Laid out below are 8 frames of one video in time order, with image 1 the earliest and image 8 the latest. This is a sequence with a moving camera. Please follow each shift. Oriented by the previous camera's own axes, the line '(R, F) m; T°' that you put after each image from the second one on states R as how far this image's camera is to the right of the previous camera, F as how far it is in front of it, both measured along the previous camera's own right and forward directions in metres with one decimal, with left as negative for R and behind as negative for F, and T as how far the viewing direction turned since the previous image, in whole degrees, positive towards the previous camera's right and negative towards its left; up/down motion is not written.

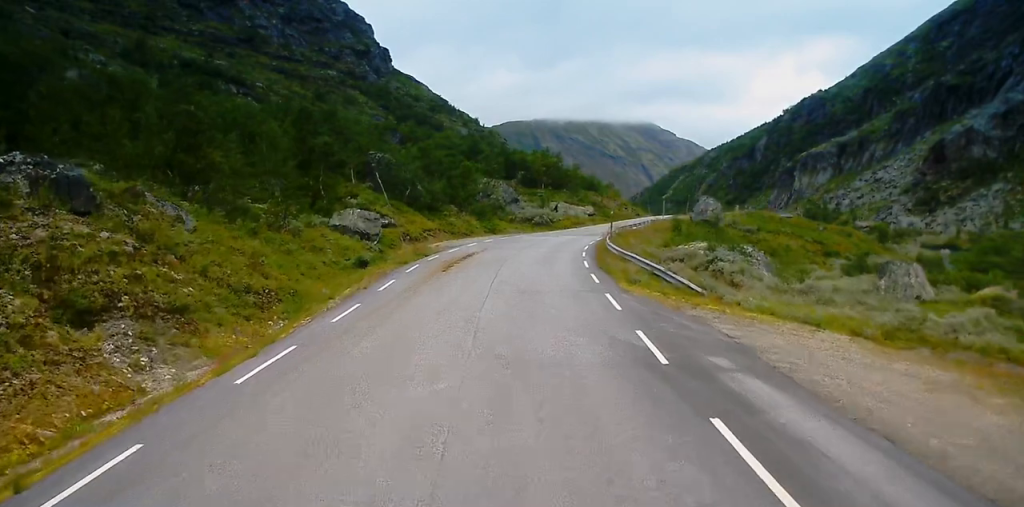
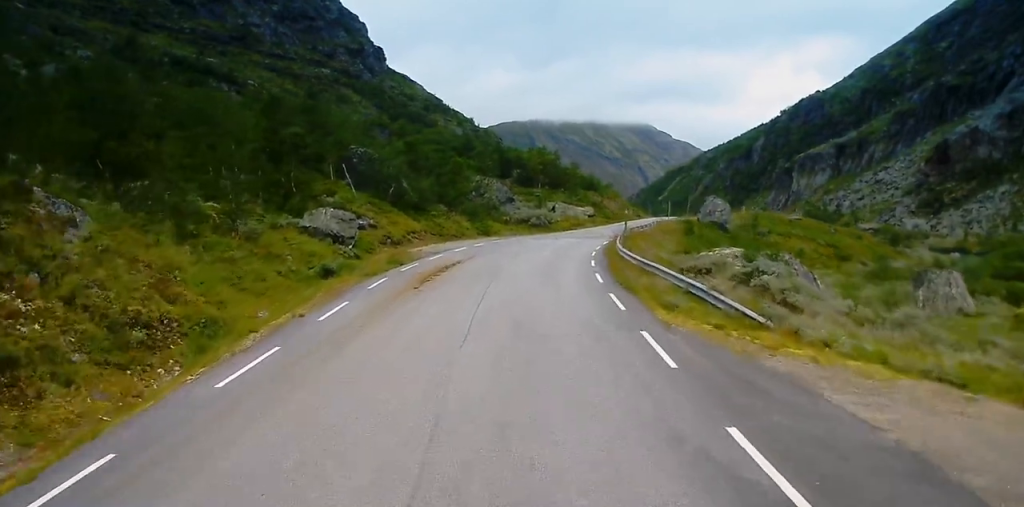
(+0.2, +6.8) m; +1°
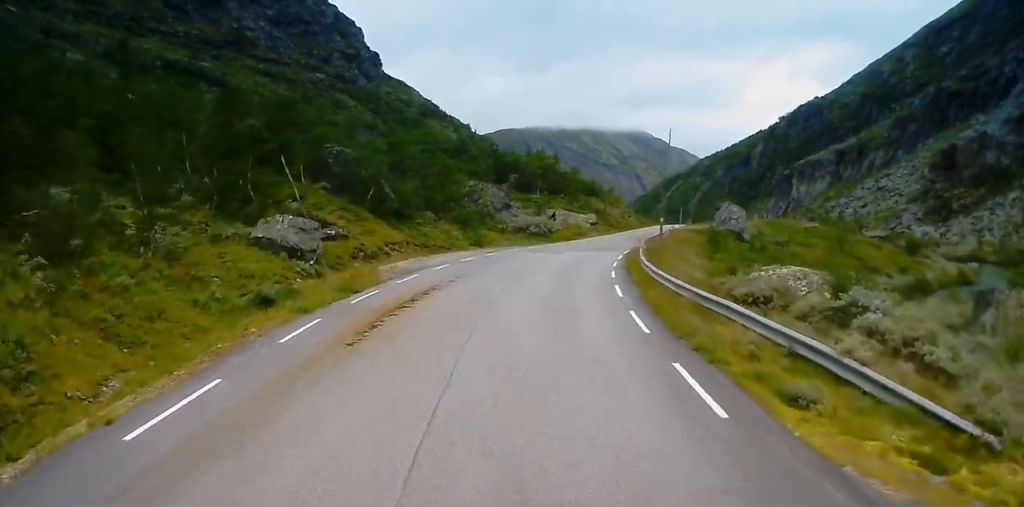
(+0.1, +8.7) m; +1°
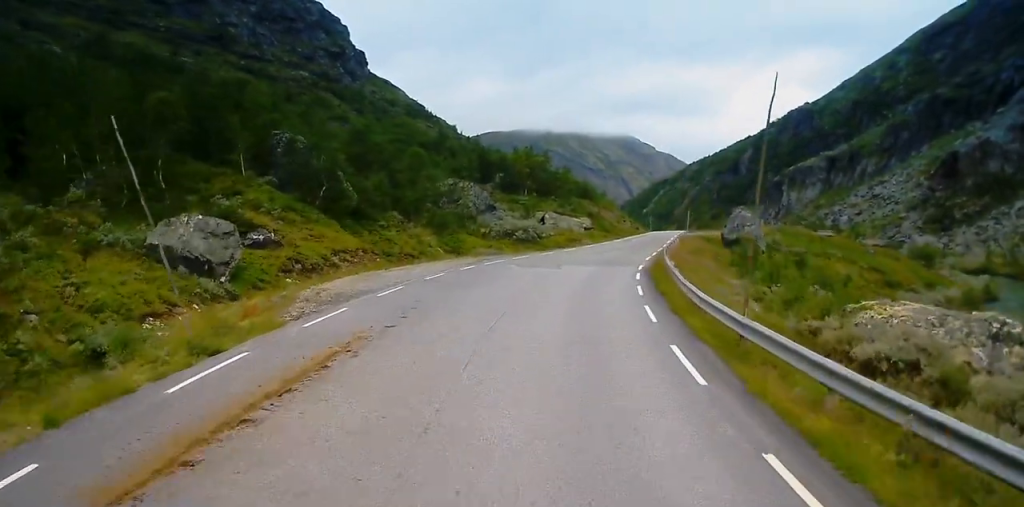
(+0.1, +10.5) m; +1°
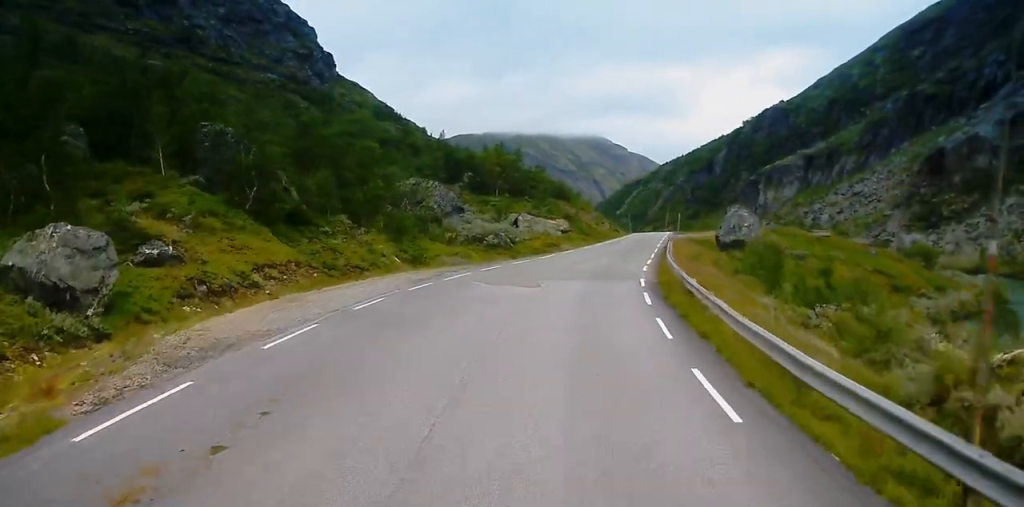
(-0.2, +8.0) m; +2°
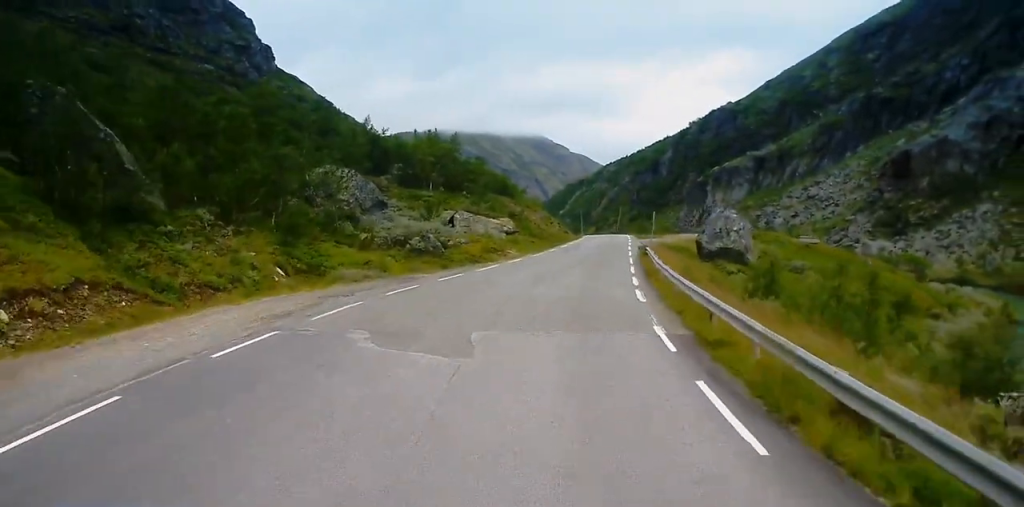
(+0.8, +13.2) m; +5°
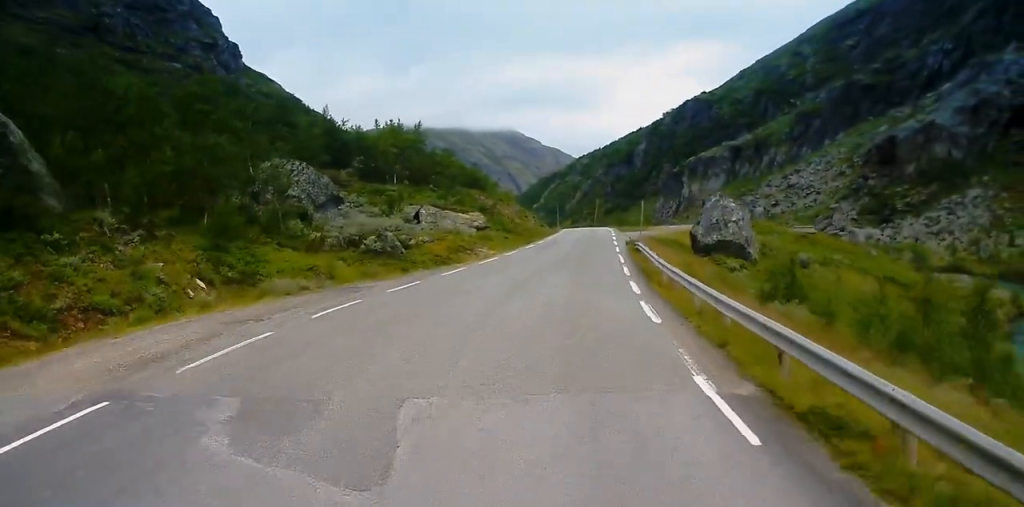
(0.0, +6.1) m; +1°
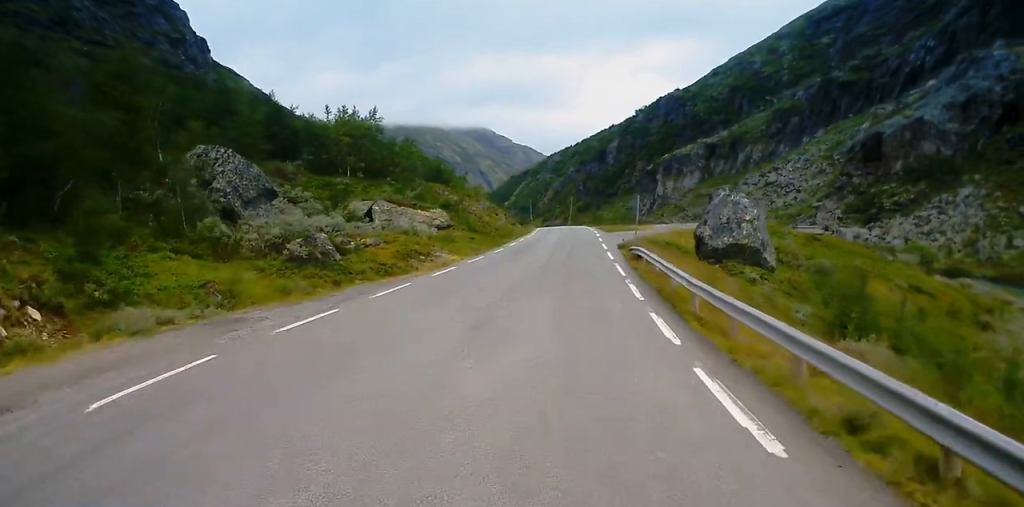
(+0.1, +9.0) m; +2°
